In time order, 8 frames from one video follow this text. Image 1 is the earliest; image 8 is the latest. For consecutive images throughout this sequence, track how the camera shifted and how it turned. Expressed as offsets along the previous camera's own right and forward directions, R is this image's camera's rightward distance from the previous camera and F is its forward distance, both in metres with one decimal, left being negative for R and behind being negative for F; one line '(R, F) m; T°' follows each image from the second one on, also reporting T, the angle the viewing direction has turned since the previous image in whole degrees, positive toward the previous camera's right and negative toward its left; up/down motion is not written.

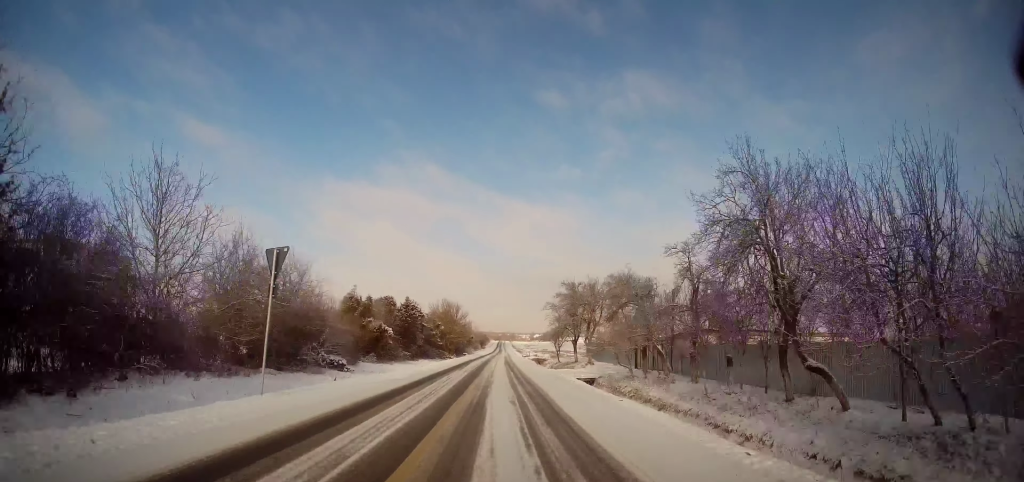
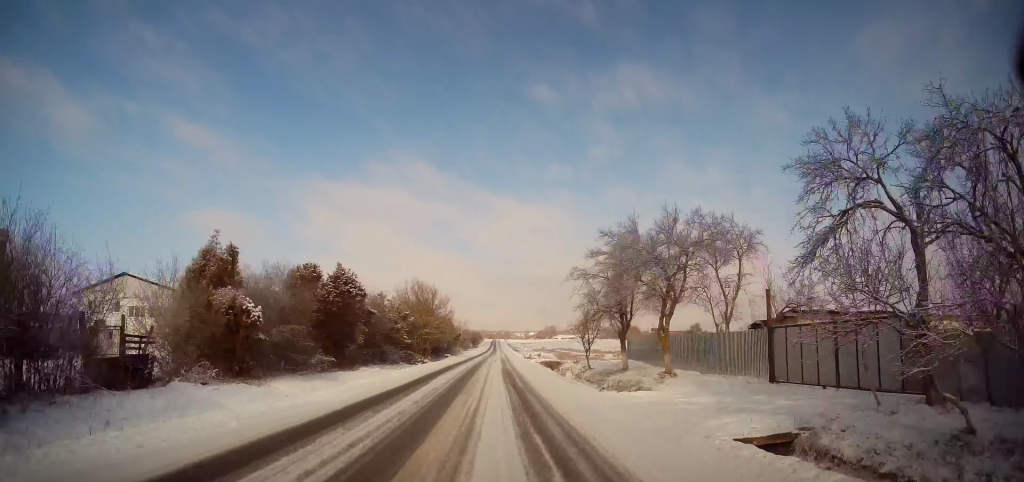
(0.0, +19.9) m; 0°
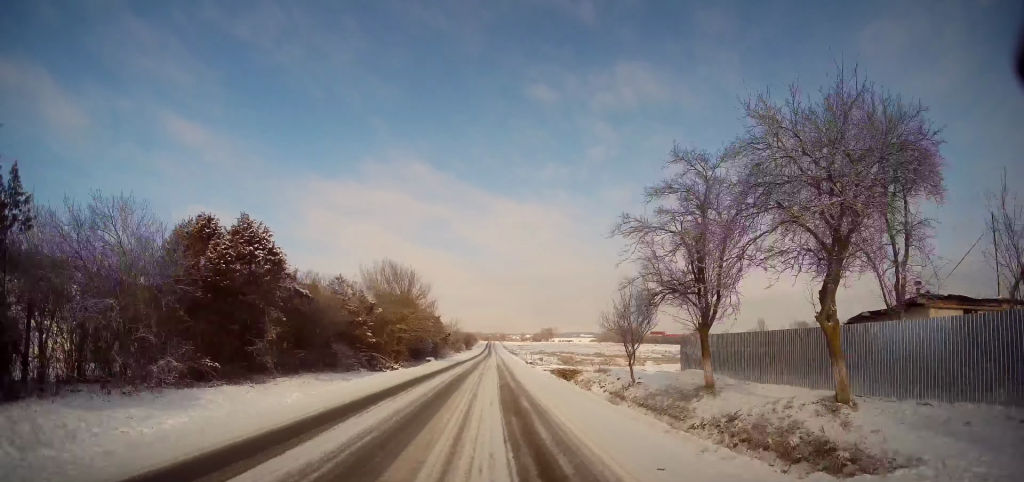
(0.0, +11.2) m; +1°
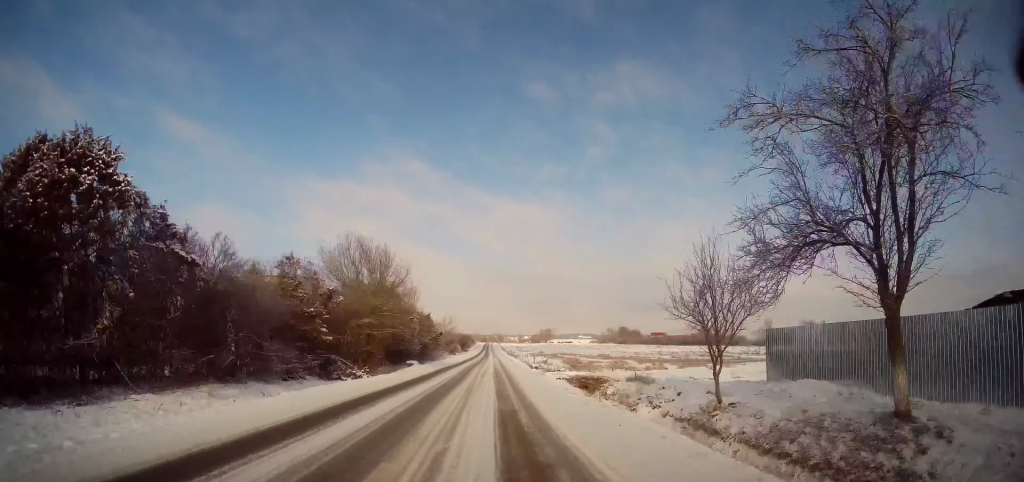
(+0.2, +8.3) m; 0°
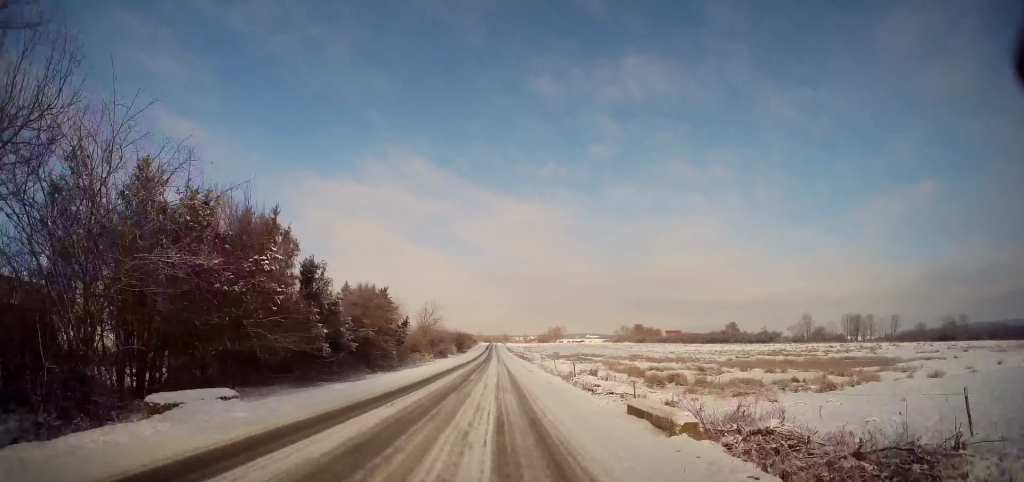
(-0.3, +27.2) m; -1°
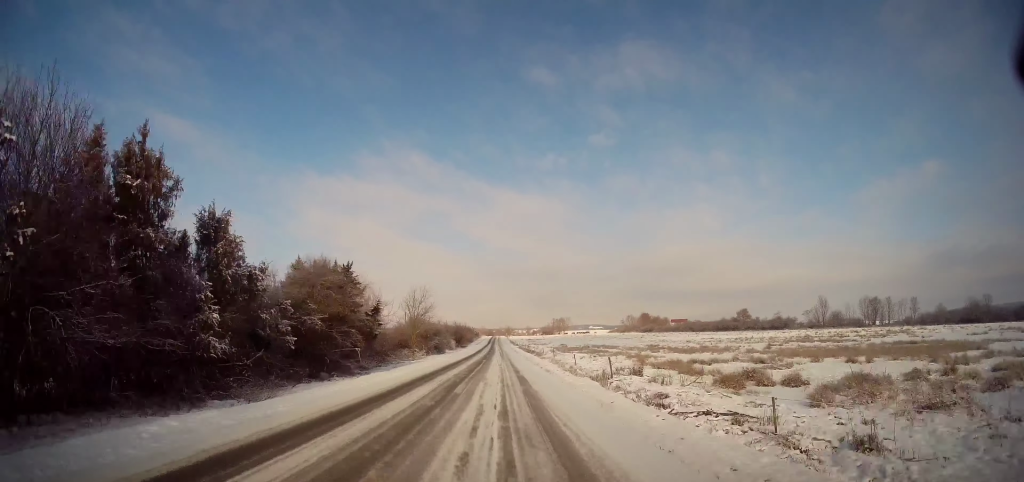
(0.0, +9.4) m; 0°
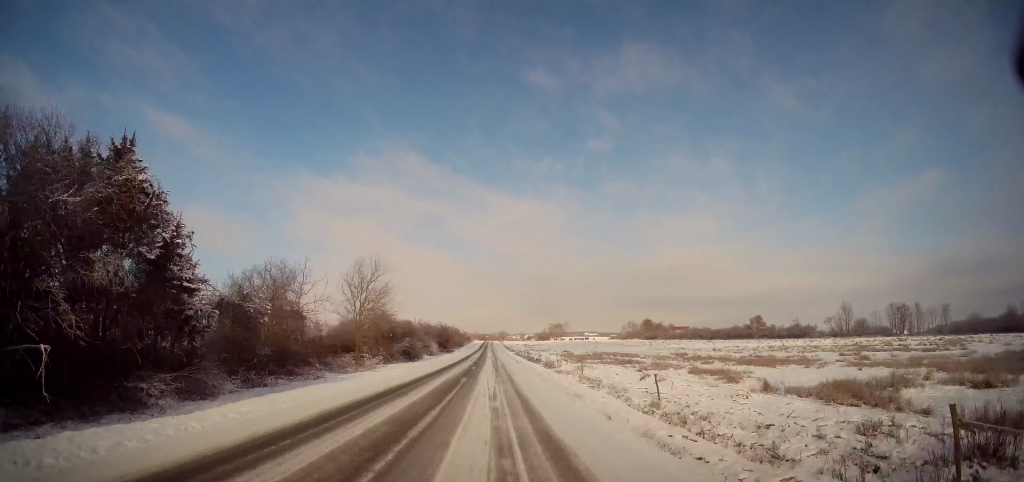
(+0.1, +18.1) m; +1°
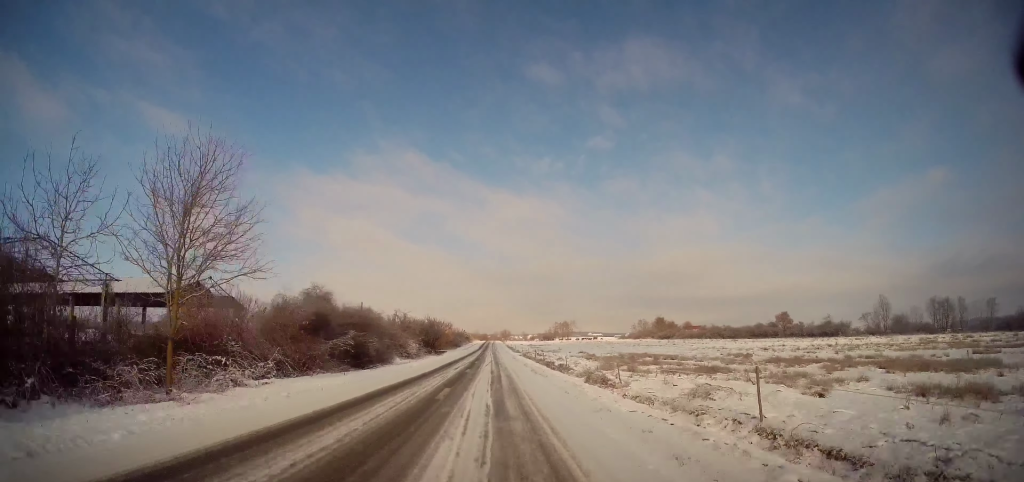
(0.0, +19.2) m; -1°
